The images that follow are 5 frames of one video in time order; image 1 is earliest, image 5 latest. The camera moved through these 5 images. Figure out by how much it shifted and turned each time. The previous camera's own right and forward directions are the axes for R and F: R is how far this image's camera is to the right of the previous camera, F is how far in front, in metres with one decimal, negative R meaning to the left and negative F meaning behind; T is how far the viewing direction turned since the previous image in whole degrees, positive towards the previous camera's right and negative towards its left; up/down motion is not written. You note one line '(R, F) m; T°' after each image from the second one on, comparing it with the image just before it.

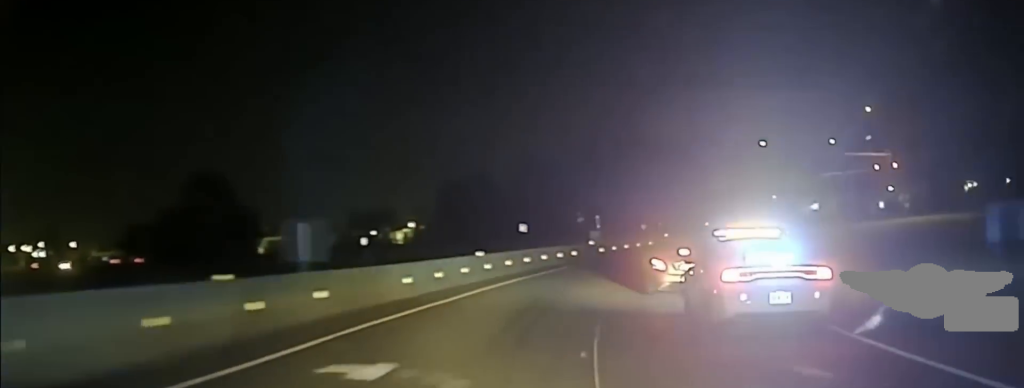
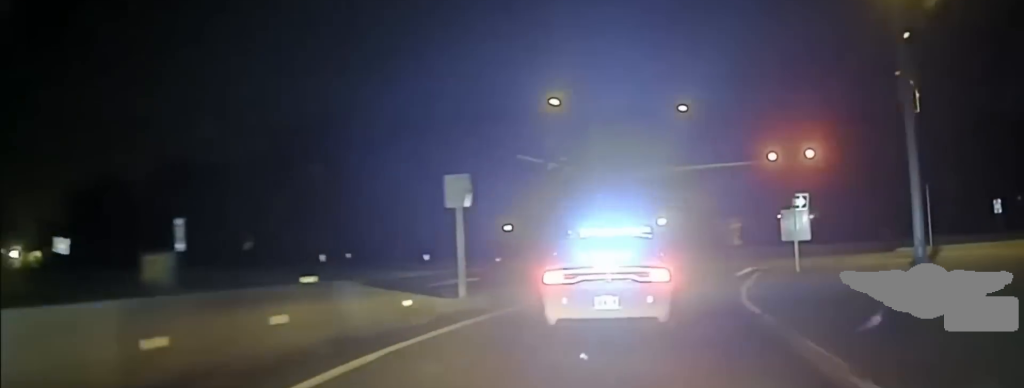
(+6.9, +52.8) m; +19°
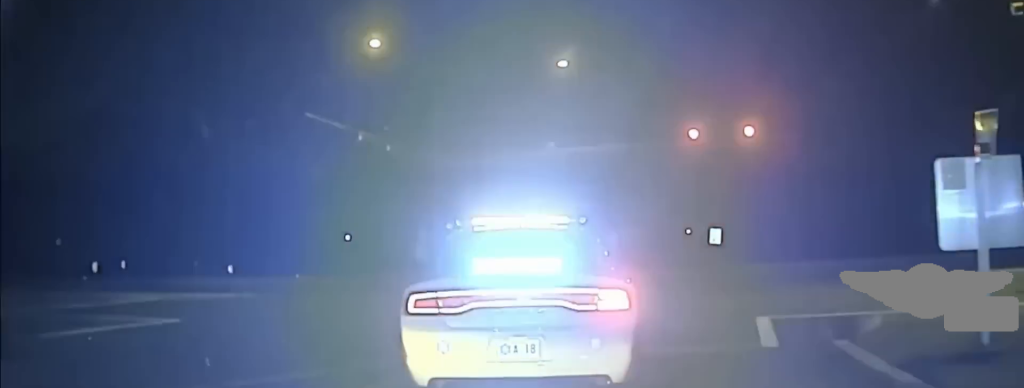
(+2.4, +19.9) m; +8°
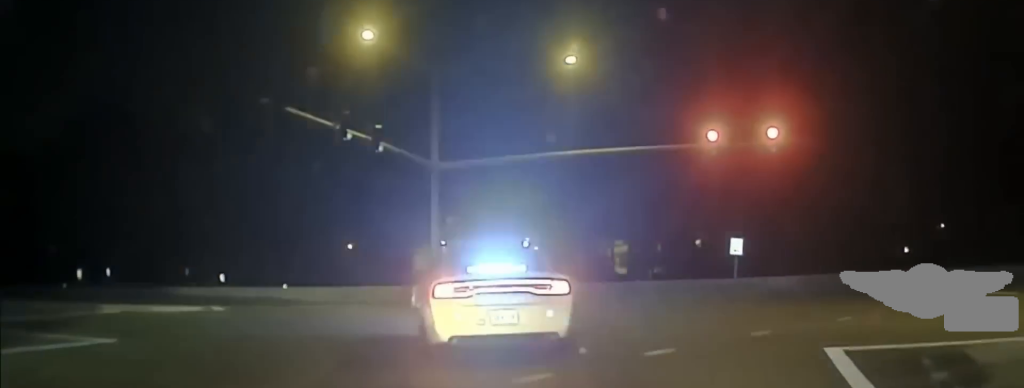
(-0.5, +4.2) m; -6°
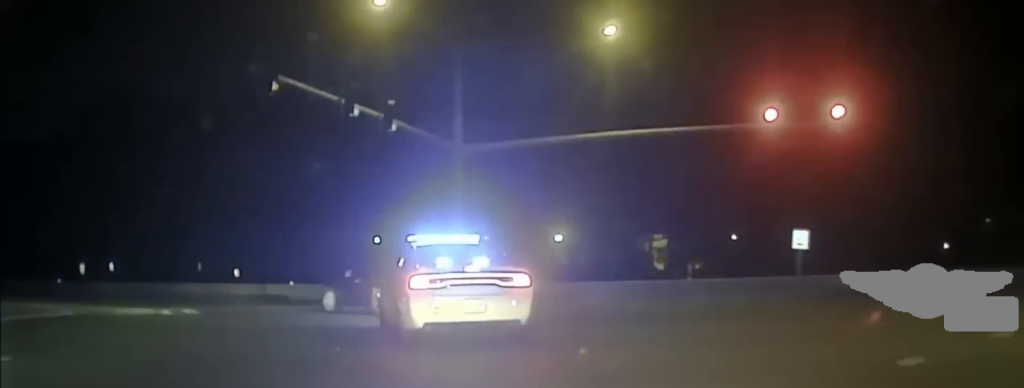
(+0.1, +2.1) m; 0°
